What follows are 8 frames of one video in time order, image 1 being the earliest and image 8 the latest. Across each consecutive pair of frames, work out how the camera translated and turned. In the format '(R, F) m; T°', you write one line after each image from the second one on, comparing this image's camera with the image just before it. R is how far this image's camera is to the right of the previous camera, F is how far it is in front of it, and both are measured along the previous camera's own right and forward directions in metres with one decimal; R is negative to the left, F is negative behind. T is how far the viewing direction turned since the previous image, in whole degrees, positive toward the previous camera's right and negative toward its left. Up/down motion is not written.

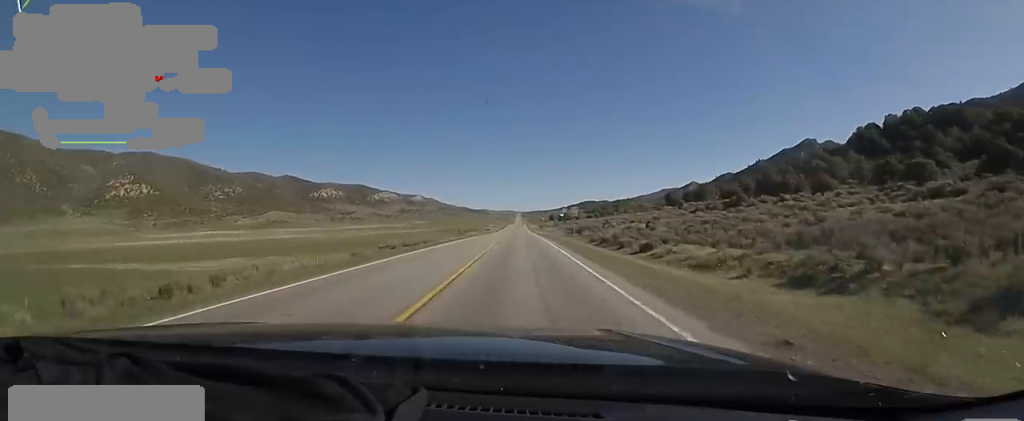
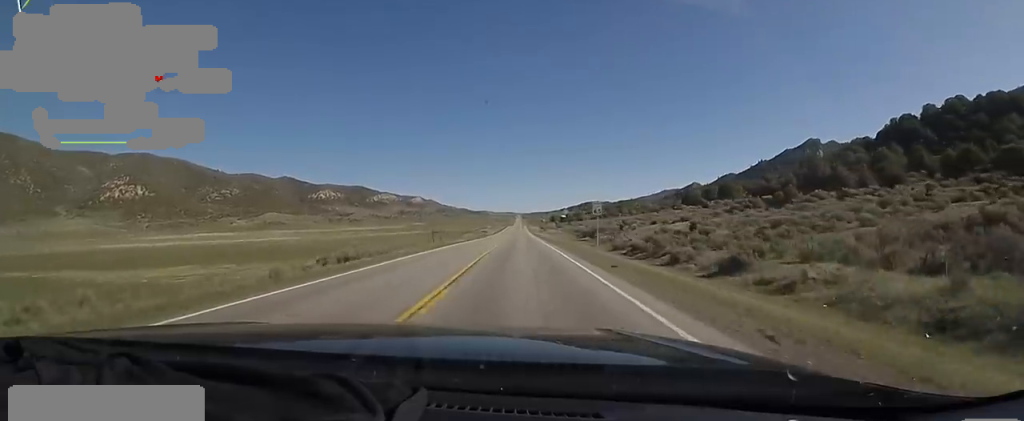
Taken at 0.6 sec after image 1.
(+0.1, +18.2) m; +1°
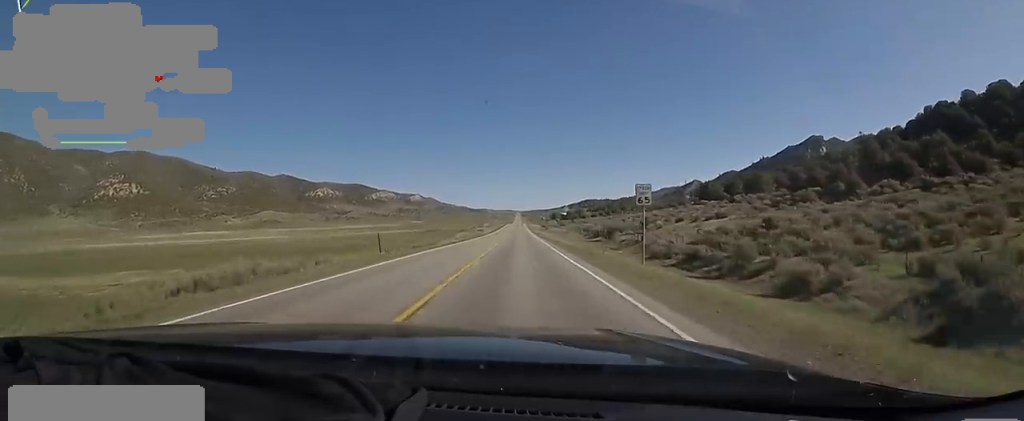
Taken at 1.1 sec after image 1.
(-0.1, +16.1) m; +1°
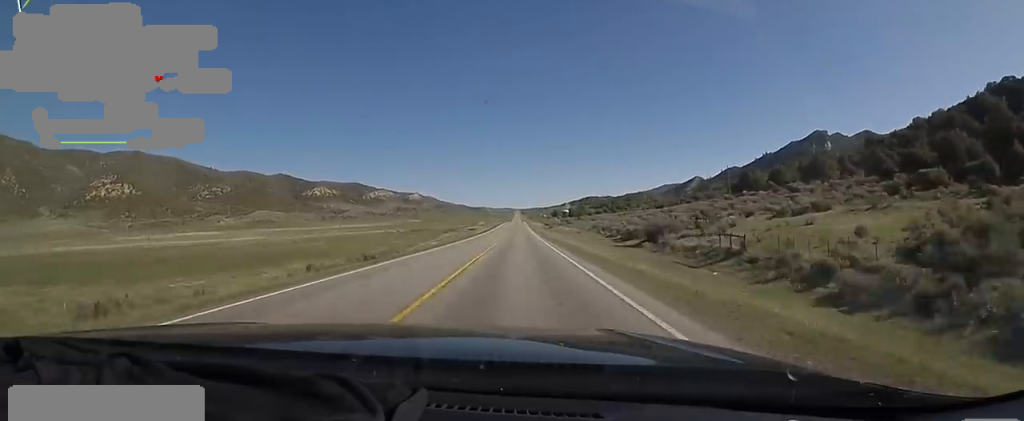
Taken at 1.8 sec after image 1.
(+0.6, +24.5) m; 0°
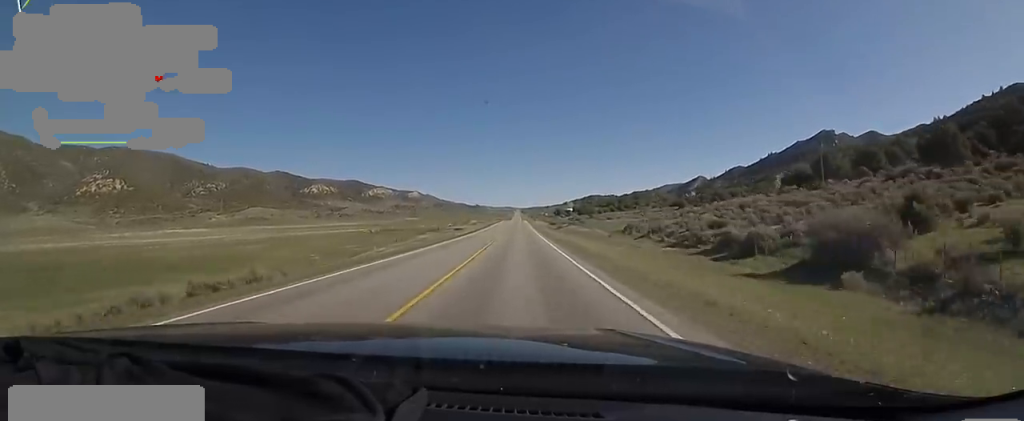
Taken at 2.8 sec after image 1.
(-0.4, +29.7) m; -1°
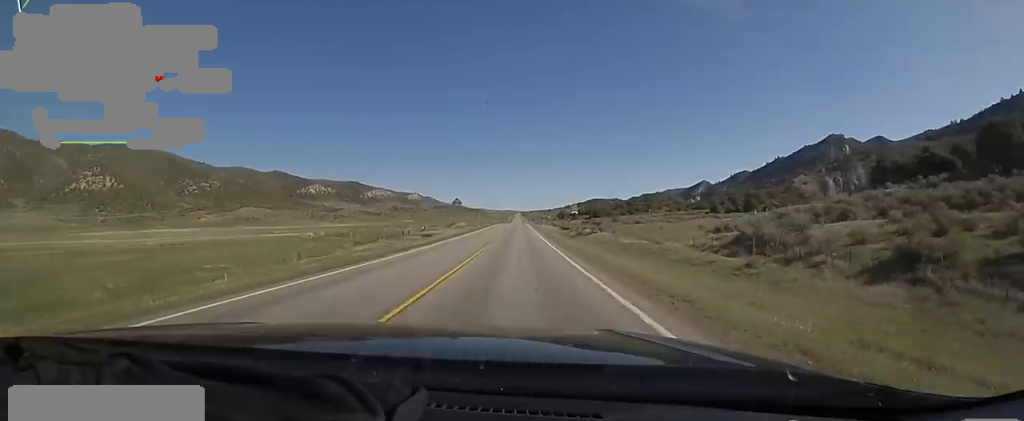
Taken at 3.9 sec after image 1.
(-0.6, +35.1) m; -1°
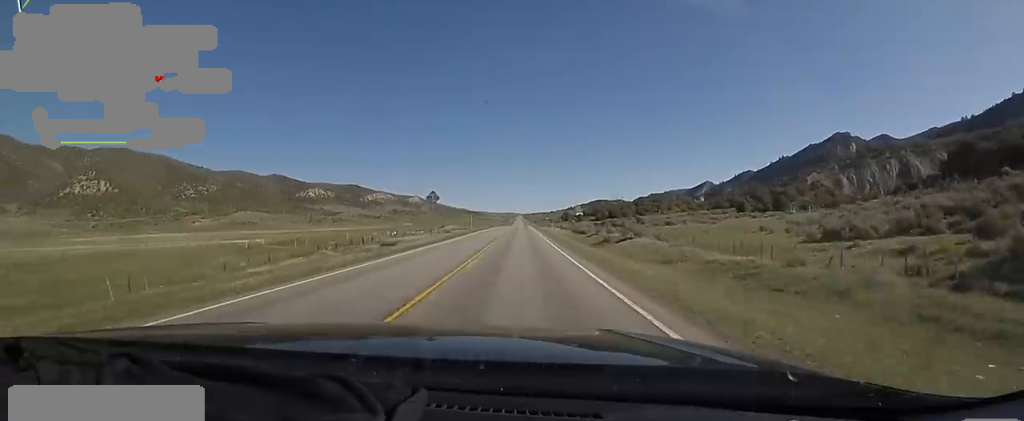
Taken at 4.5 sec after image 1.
(+0.1, +21.4) m; 0°
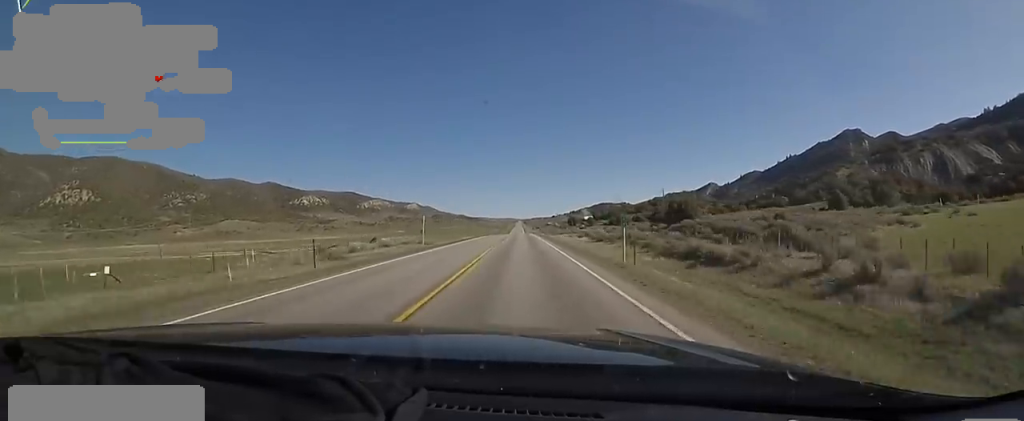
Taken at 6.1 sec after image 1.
(0.0, +51.2) m; +2°
